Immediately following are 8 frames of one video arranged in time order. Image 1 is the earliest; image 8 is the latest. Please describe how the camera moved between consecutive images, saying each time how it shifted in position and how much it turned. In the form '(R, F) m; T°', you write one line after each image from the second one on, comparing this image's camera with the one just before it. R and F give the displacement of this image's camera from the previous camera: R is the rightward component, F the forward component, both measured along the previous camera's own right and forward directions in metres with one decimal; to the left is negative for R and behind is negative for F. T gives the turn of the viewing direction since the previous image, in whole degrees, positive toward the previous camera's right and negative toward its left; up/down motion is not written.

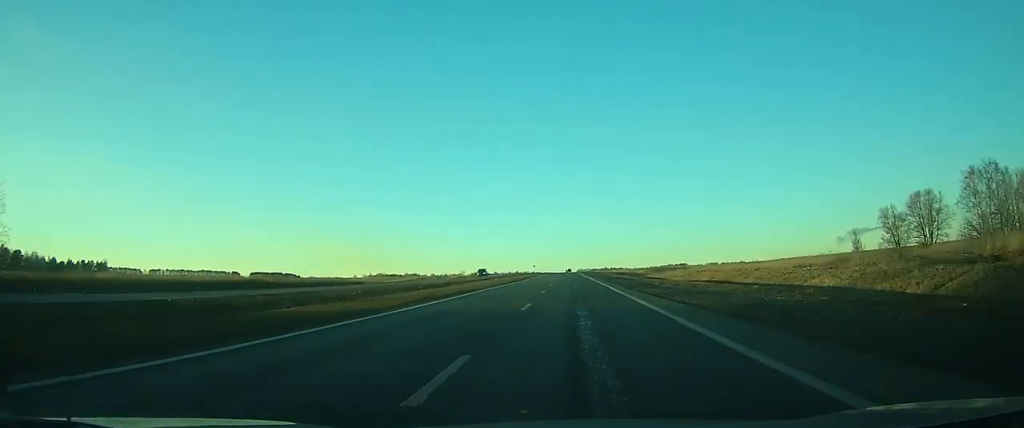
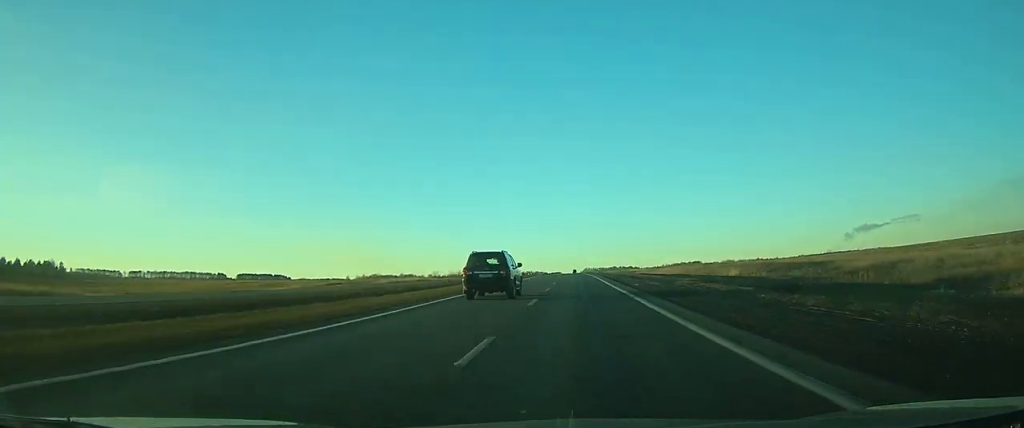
(-0.5, +81.5) m; -1°
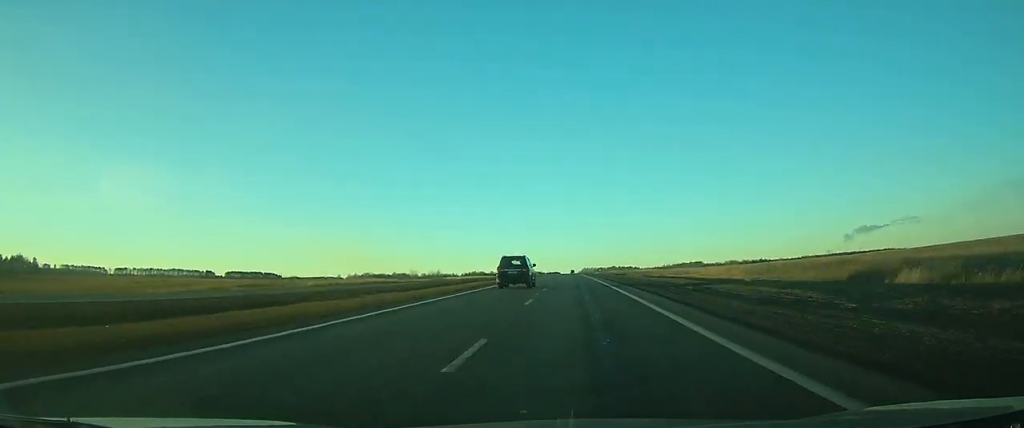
(0.0, +35.5) m; 0°
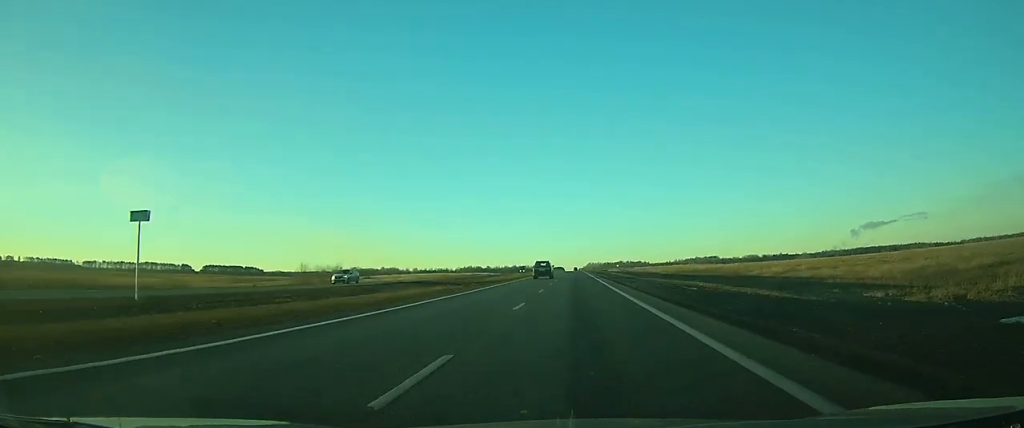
(-0.2, +97.9) m; 0°
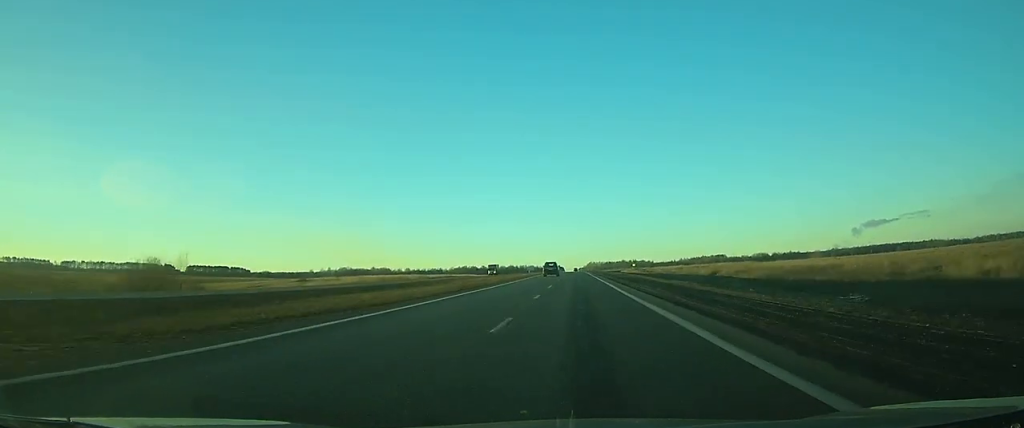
(-0.1, +56.3) m; 0°
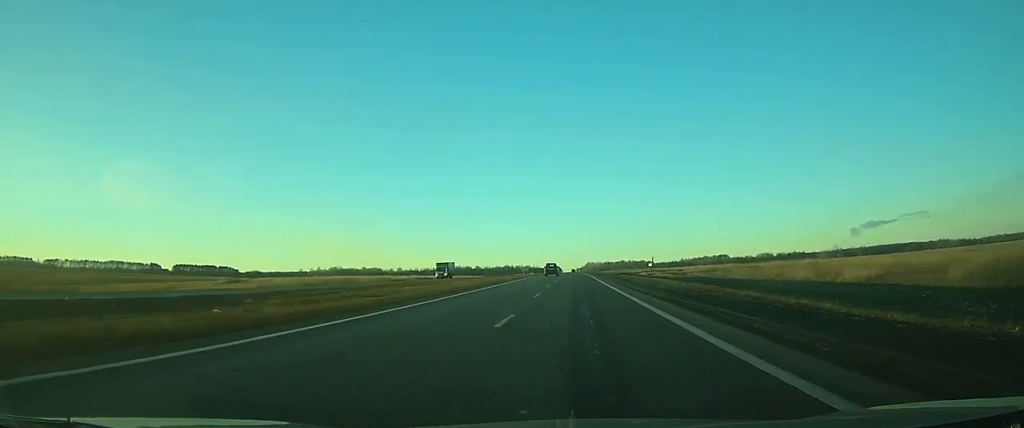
(0.0, +36.0) m; 0°
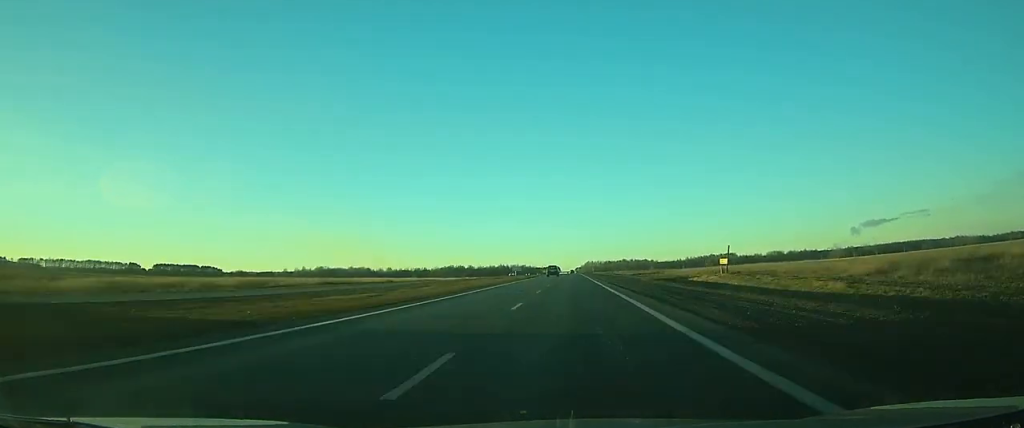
(+0.1, +54.5) m; 0°
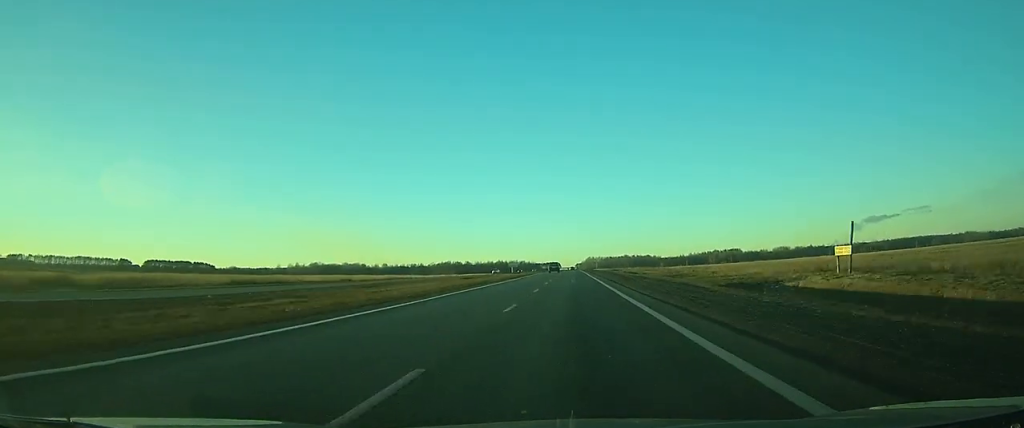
(0.0, +24.5) m; 0°
